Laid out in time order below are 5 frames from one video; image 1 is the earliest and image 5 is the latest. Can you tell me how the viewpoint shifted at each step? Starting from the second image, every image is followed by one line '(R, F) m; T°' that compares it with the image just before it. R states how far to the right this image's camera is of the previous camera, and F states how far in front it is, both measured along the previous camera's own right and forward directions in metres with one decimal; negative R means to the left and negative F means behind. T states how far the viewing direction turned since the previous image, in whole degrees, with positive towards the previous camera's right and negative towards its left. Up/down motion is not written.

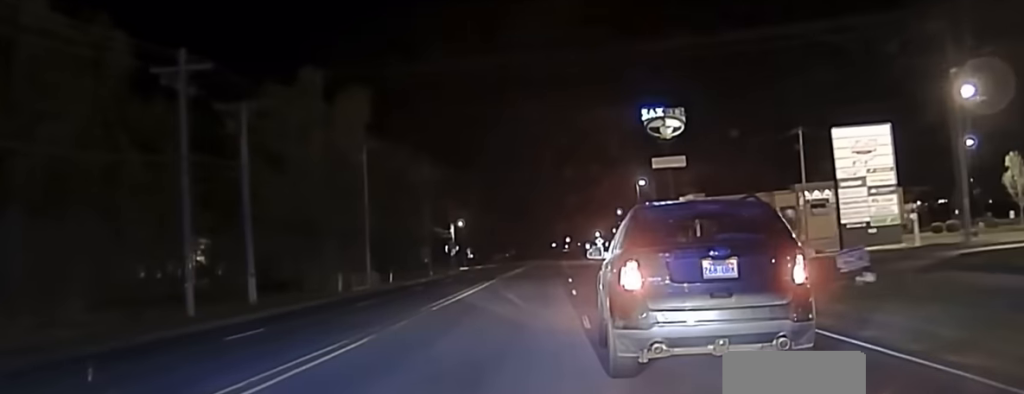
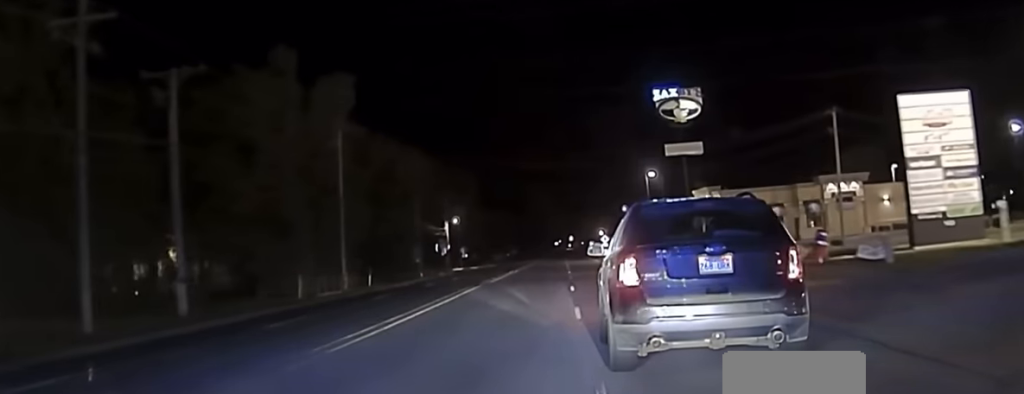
(+0.1, +8.2) m; 0°
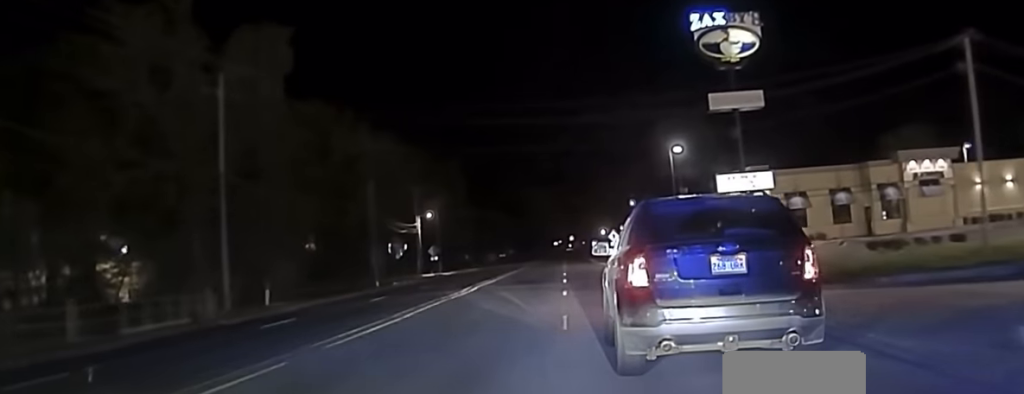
(-0.1, +23.9) m; -1°
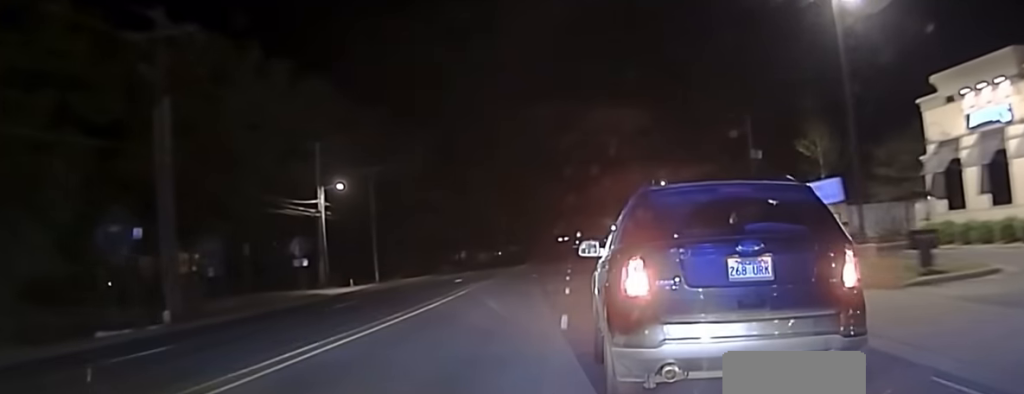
(-0.5, +48.6) m; 0°
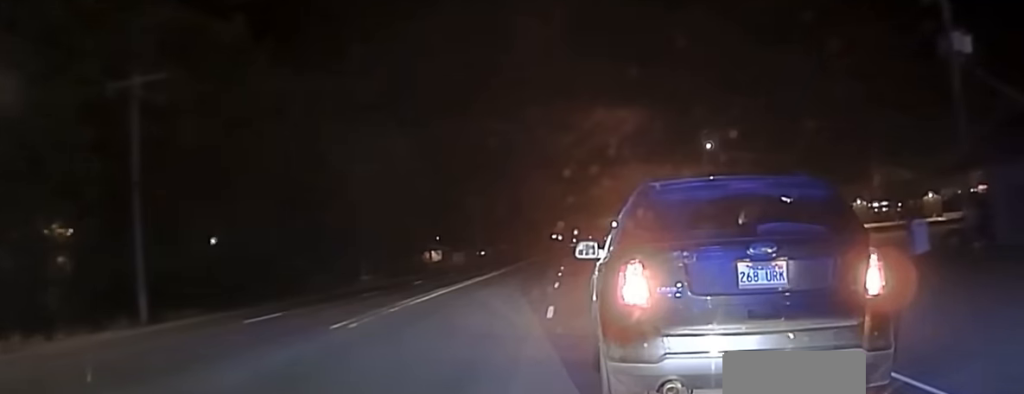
(+1.0, +40.3) m; +2°
